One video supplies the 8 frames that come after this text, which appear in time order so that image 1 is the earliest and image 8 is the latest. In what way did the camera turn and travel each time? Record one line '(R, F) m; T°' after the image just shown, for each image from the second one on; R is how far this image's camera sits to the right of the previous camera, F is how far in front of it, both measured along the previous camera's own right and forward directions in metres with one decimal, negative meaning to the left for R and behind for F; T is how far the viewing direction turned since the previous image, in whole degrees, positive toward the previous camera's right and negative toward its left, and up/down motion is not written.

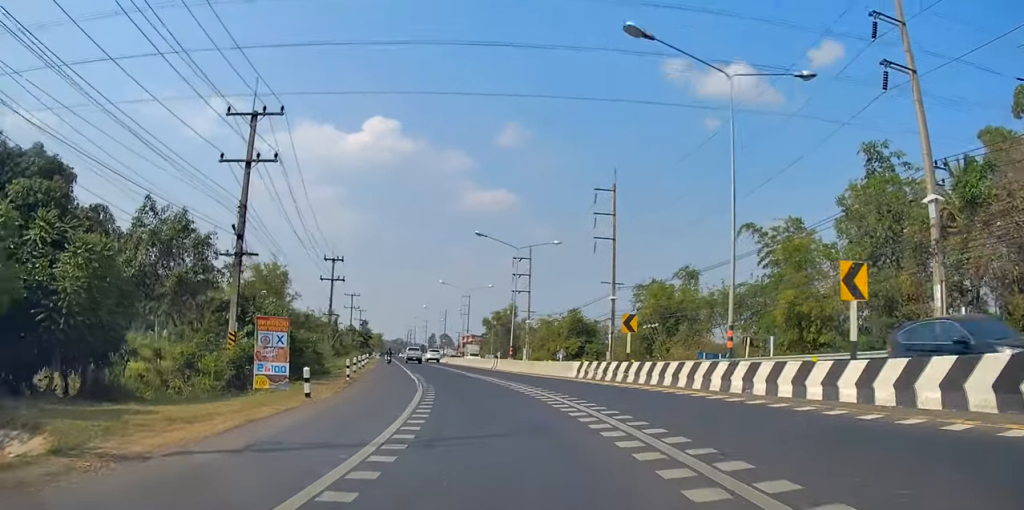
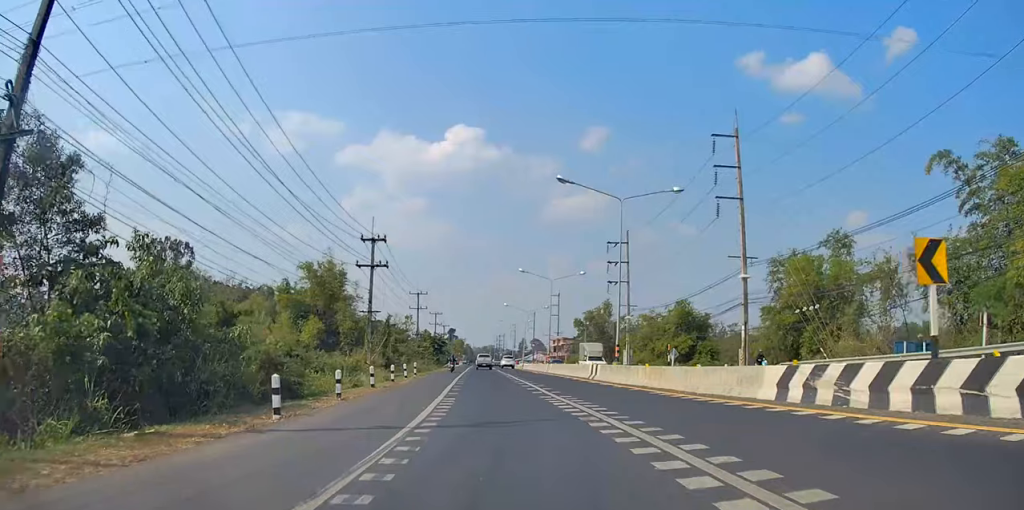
(-1.8, +16.6) m; -9°
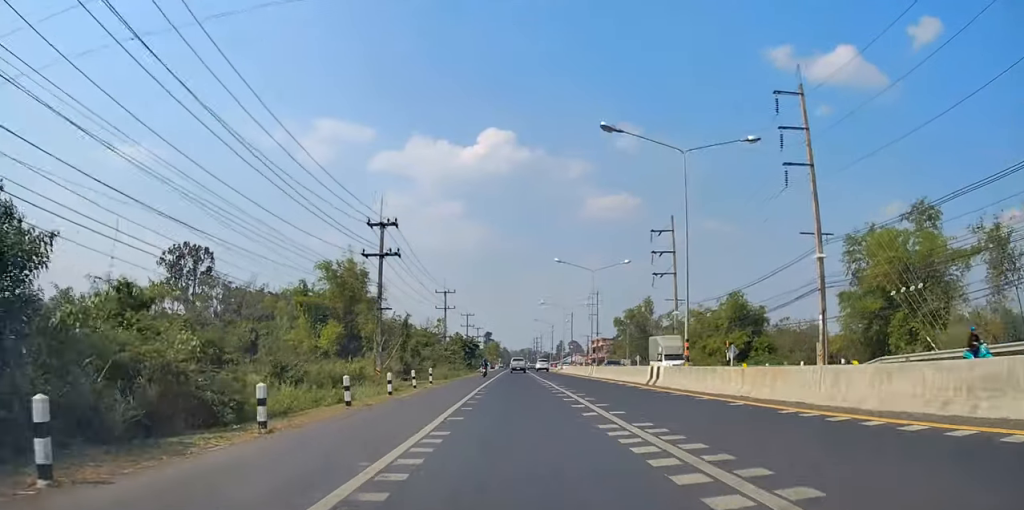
(-0.3, +7.5) m; -1°
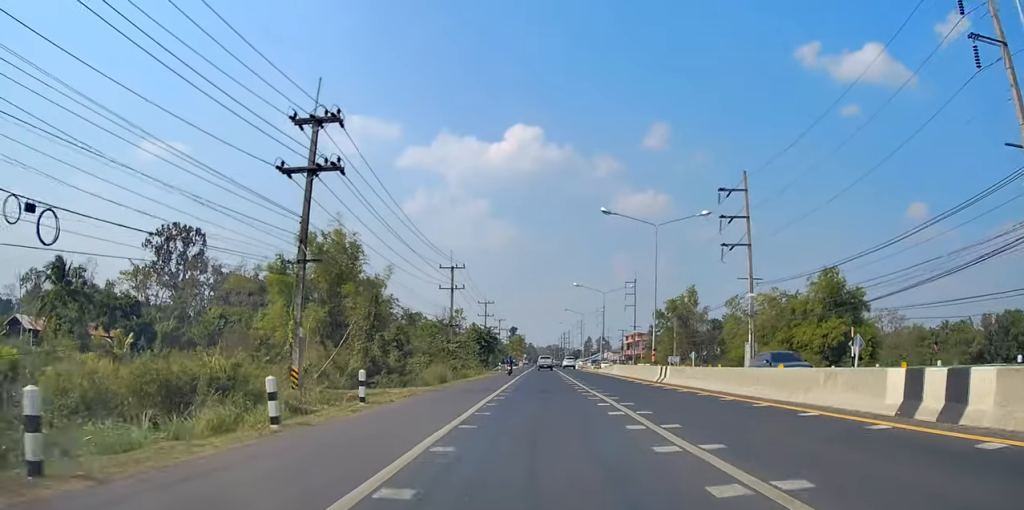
(-0.6, +19.6) m; -3°
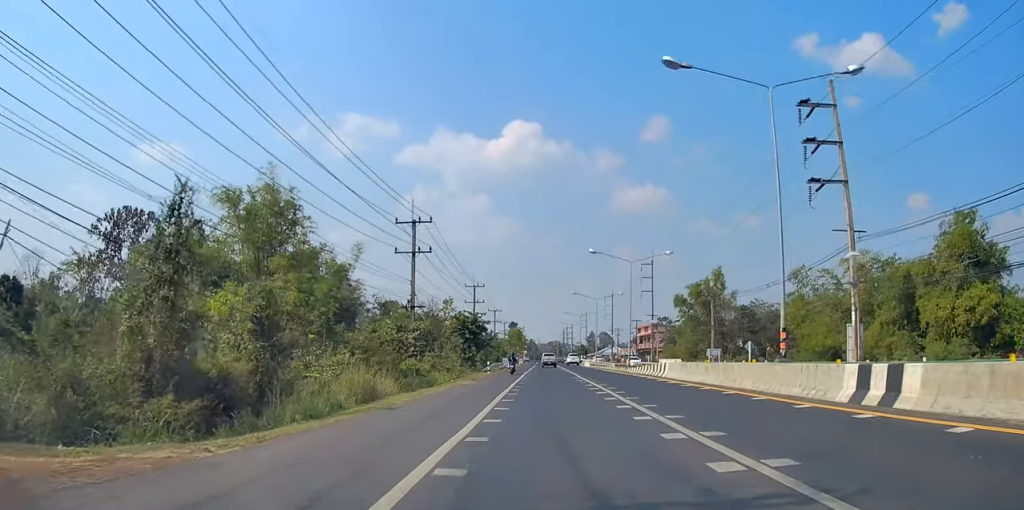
(-0.8, +20.9) m; -5°
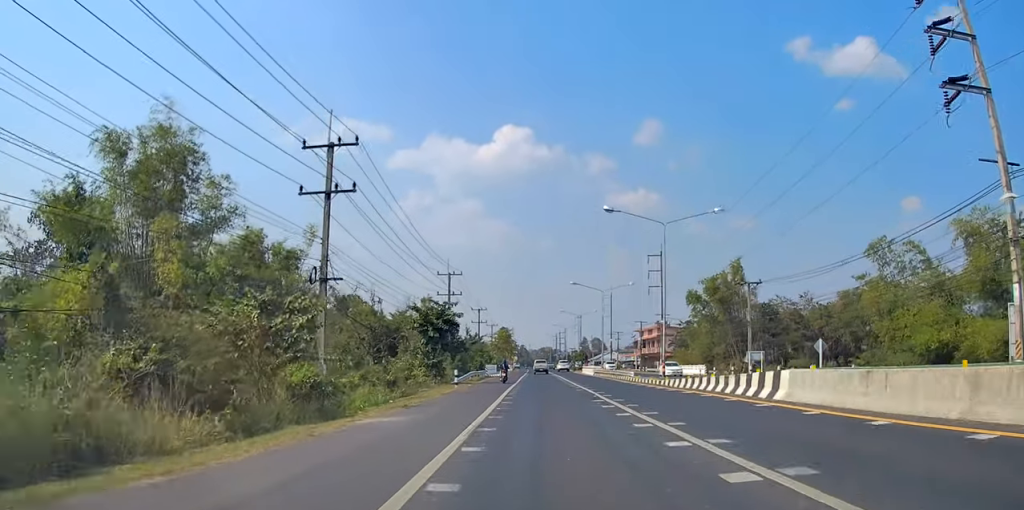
(-0.8, +17.0) m; -1°
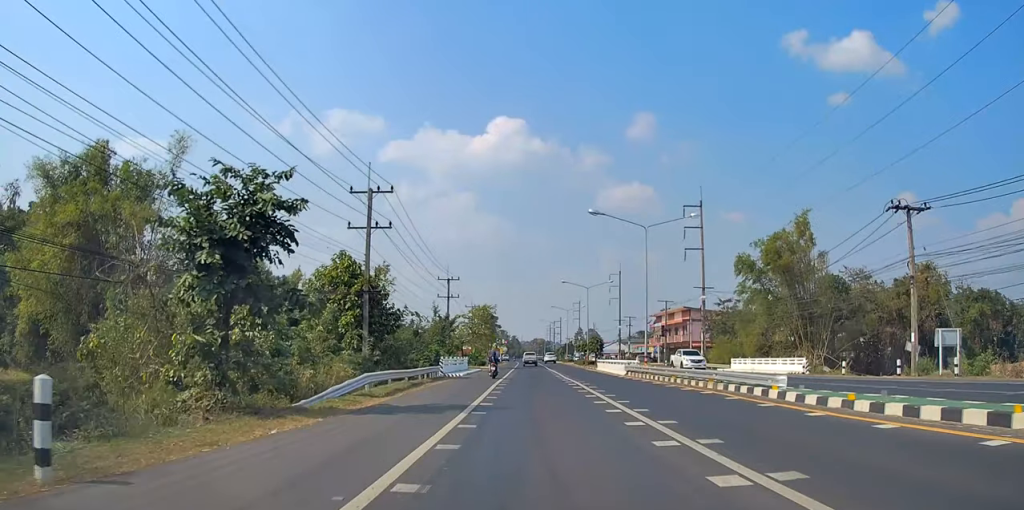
(+0.4, +30.2) m; 0°
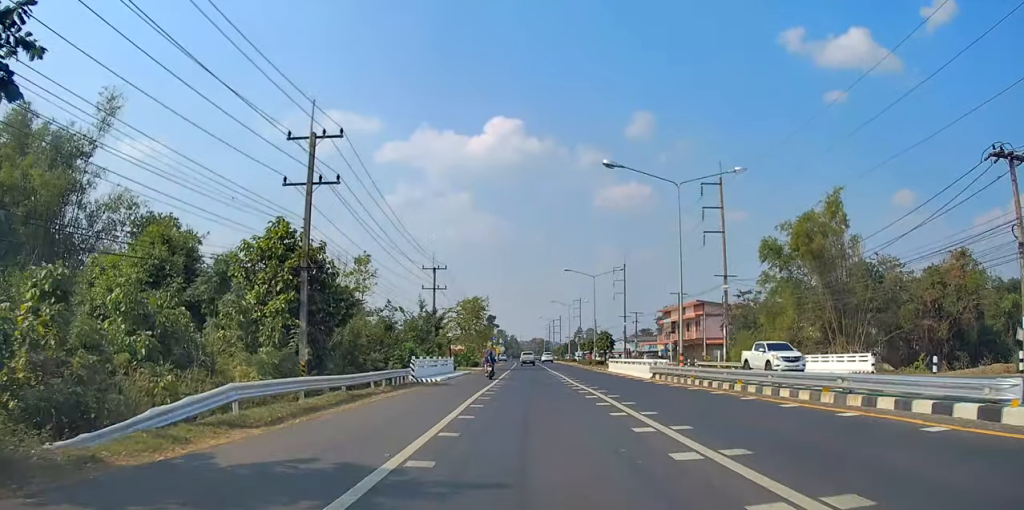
(-0.4, +9.3) m; 0°
